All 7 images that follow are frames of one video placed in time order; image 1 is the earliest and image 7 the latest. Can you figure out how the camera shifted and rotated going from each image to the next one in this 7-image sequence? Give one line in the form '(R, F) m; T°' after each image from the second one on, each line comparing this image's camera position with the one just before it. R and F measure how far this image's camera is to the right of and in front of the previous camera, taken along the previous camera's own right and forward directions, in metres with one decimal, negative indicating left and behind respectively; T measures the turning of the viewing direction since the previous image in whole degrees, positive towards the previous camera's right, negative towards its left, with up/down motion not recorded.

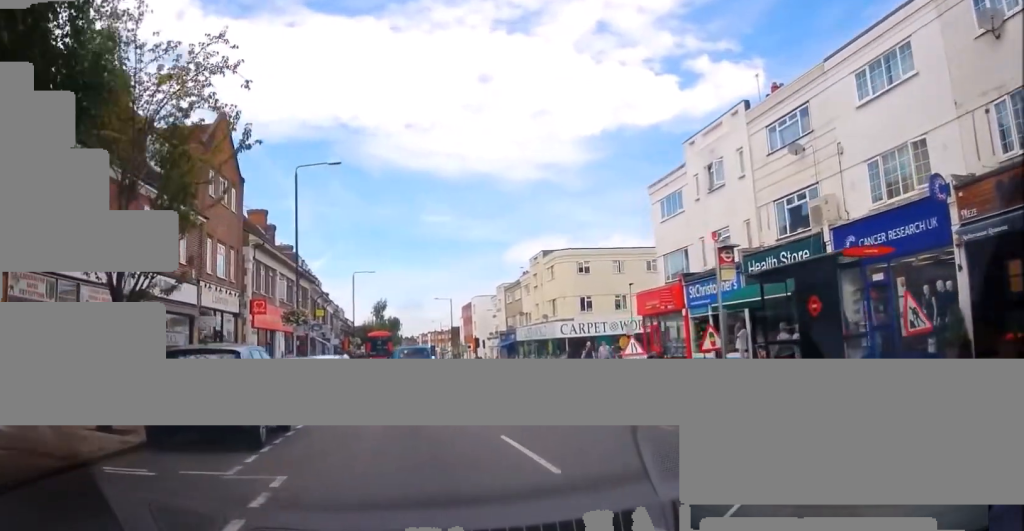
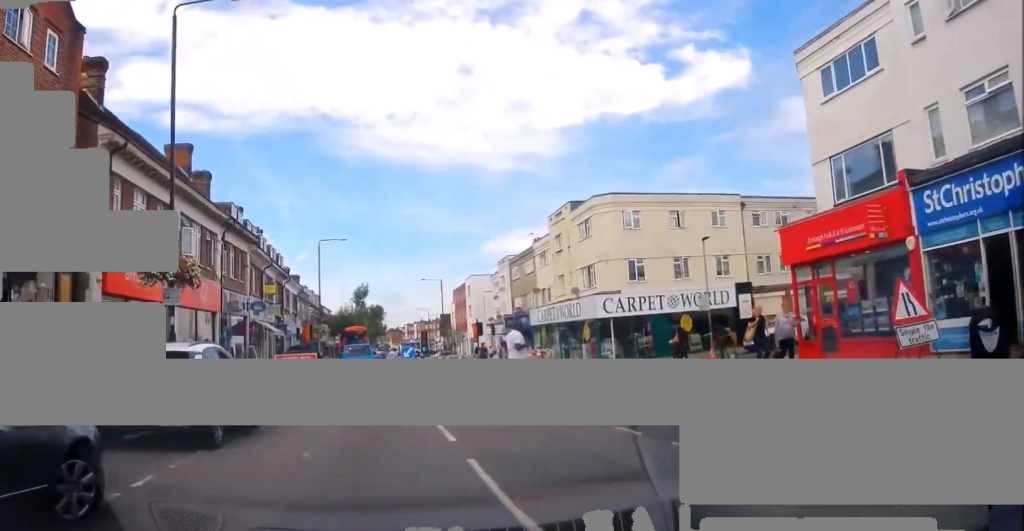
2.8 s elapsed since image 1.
(+0.1, +13.2) m; +3°
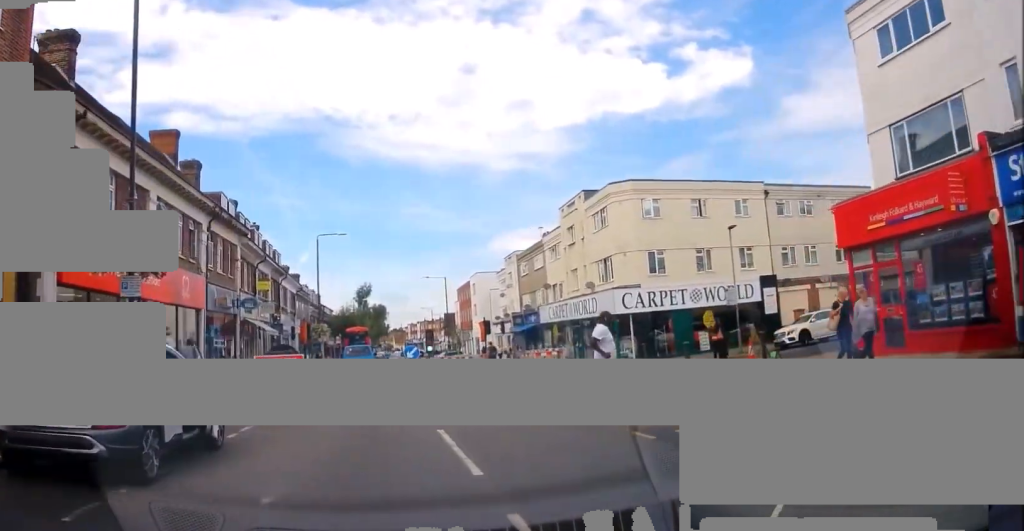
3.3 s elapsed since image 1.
(+0.1, +2.5) m; -1°
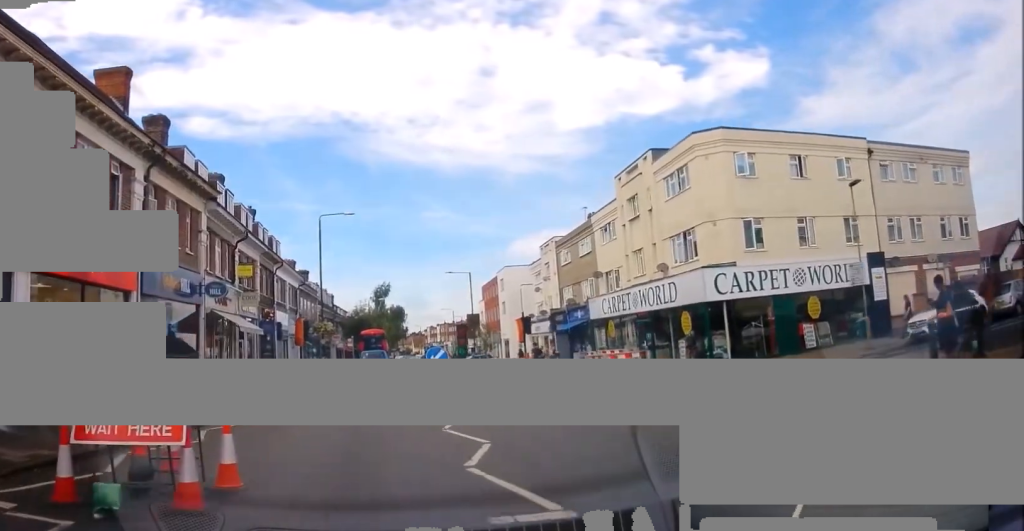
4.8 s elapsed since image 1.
(-0.3, +8.4) m; -4°
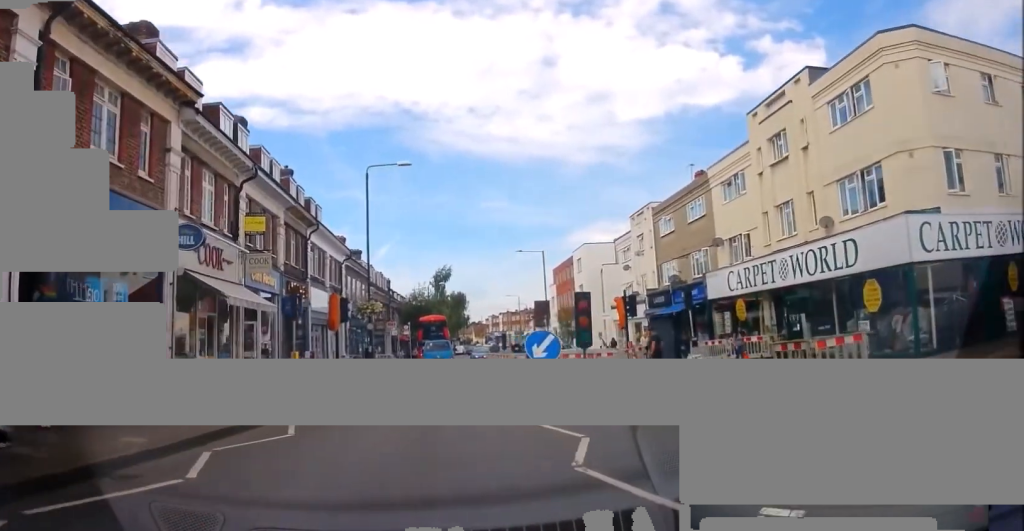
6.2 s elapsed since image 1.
(-0.5, +8.5) m; -5°
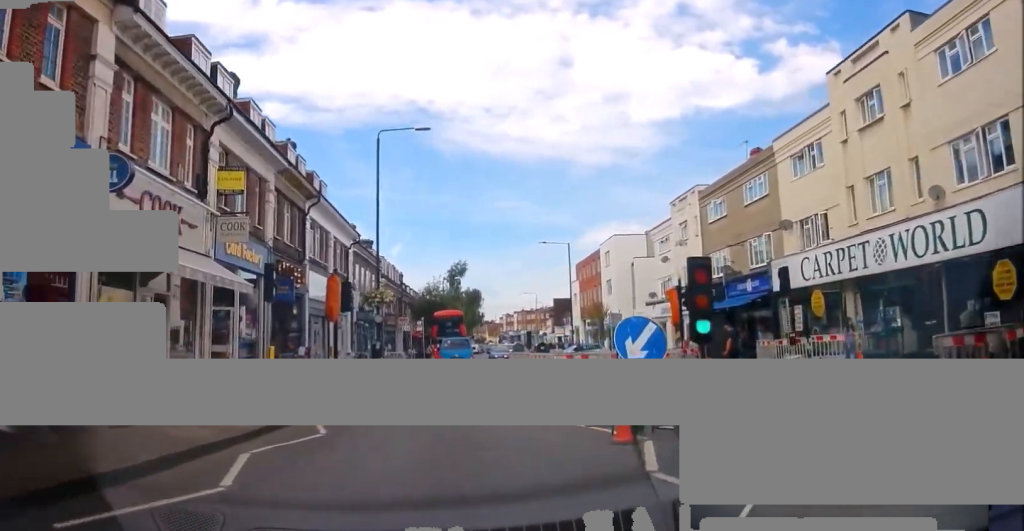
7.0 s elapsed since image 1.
(-0.1, +4.9) m; +1°
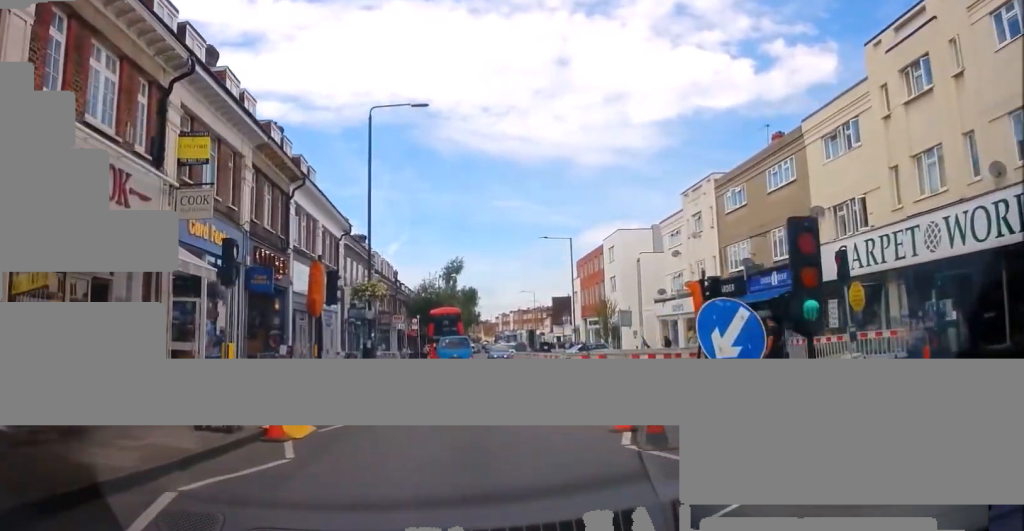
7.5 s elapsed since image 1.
(+0.1, +2.8) m; +2°
